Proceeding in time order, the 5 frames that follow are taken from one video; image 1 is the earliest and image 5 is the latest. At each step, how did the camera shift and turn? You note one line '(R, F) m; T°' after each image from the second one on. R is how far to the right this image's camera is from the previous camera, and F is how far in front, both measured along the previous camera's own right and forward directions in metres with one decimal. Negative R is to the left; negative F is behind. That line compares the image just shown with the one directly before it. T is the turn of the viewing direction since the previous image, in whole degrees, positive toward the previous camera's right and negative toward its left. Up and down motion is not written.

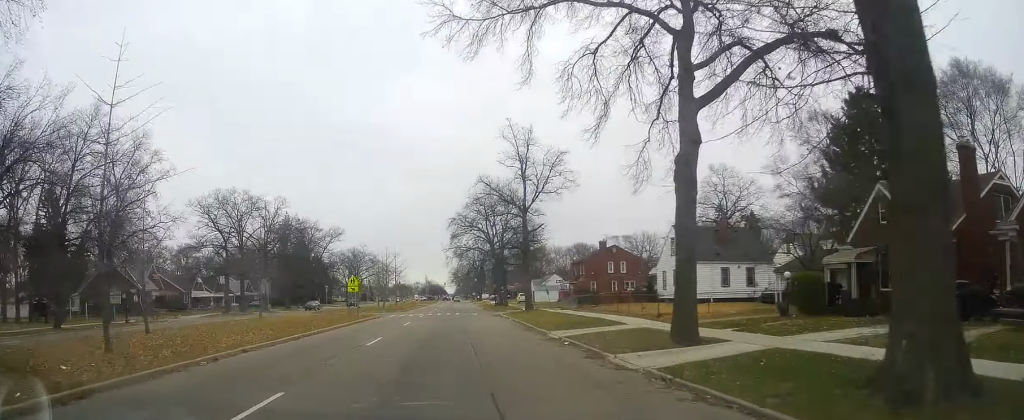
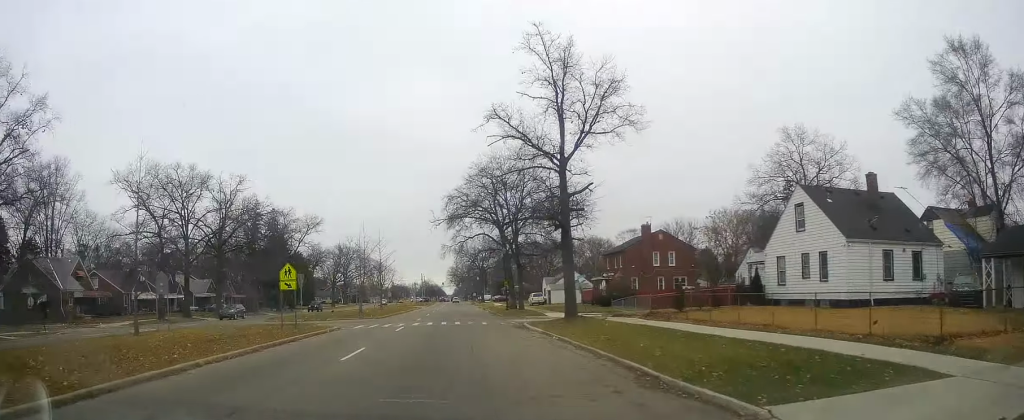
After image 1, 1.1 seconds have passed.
(+0.6, +20.0) m; +1°
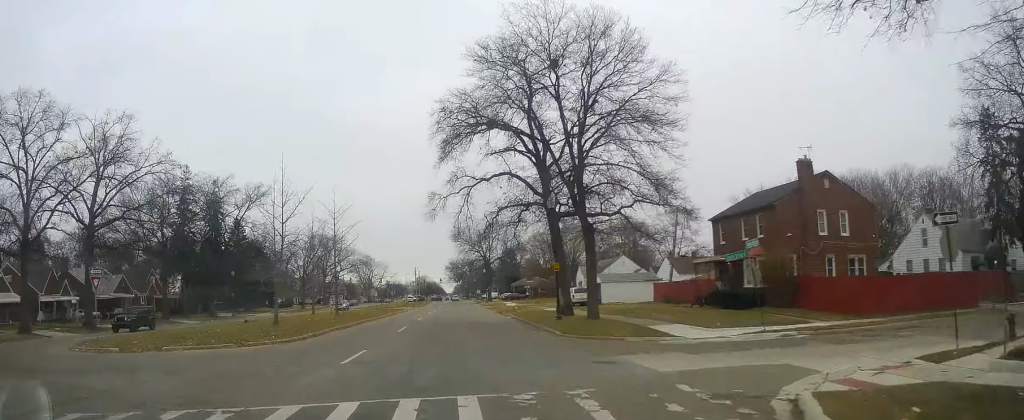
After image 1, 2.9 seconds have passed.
(-0.9, +31.8) m; -1°
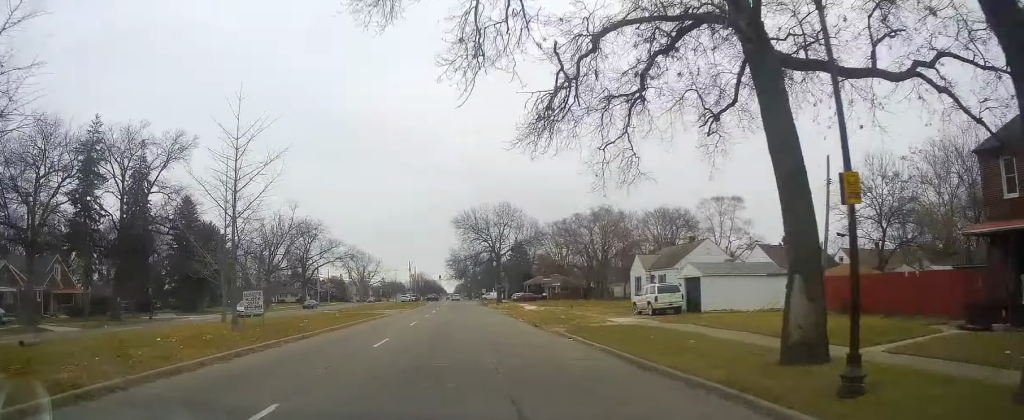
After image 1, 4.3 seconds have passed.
(+0.3, +25.7) m; 0°
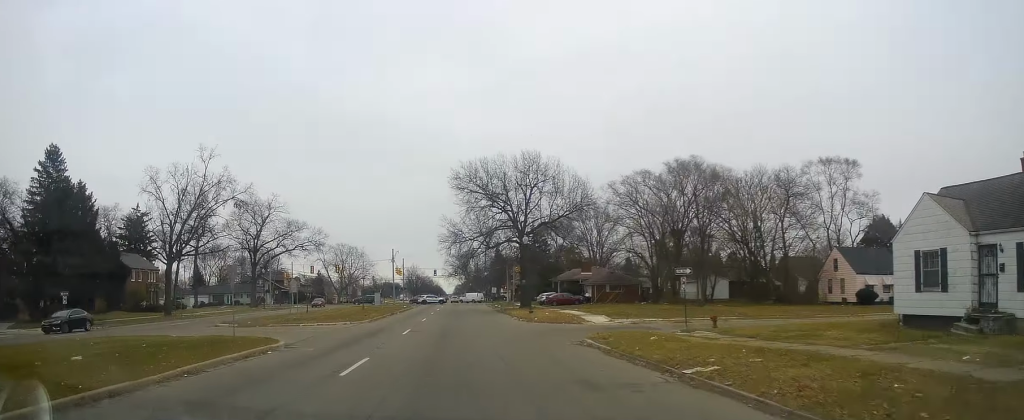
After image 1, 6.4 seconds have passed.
(-0.6, +38.8) m; -2°
